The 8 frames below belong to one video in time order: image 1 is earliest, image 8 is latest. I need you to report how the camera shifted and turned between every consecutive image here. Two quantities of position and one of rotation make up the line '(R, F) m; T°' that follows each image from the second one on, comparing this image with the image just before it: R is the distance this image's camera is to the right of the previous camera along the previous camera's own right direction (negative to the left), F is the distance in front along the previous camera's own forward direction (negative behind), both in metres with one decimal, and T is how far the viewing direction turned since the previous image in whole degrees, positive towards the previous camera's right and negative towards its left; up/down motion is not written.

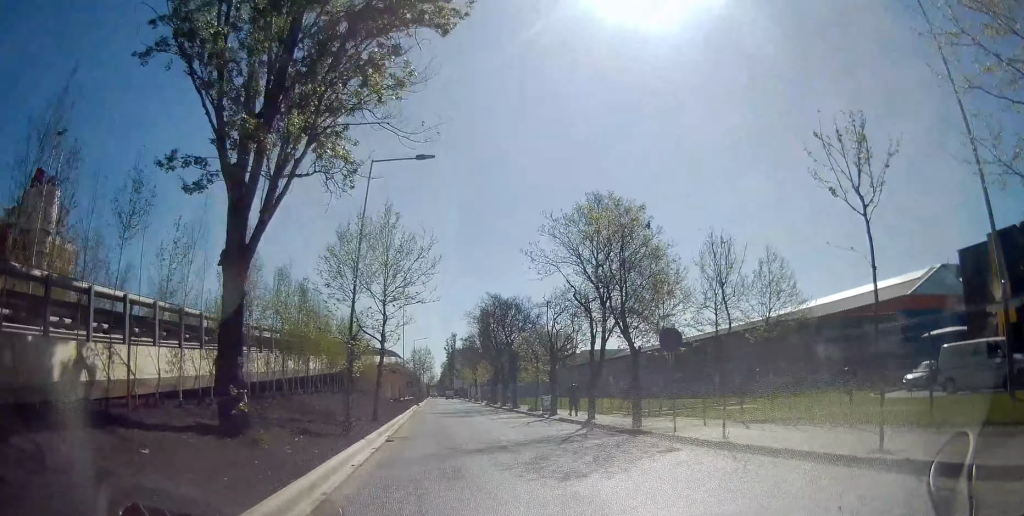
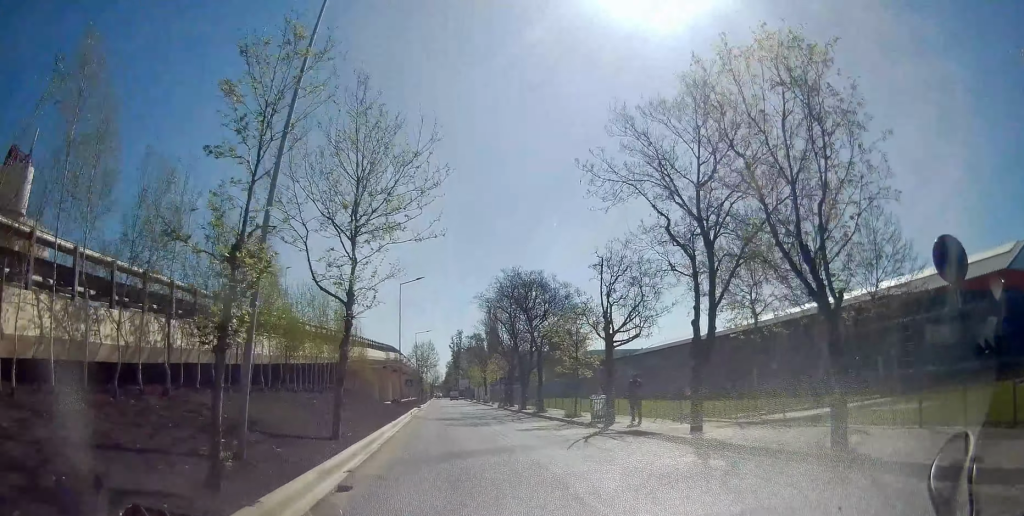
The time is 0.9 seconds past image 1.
(-0.2, +9.4) m; -2°
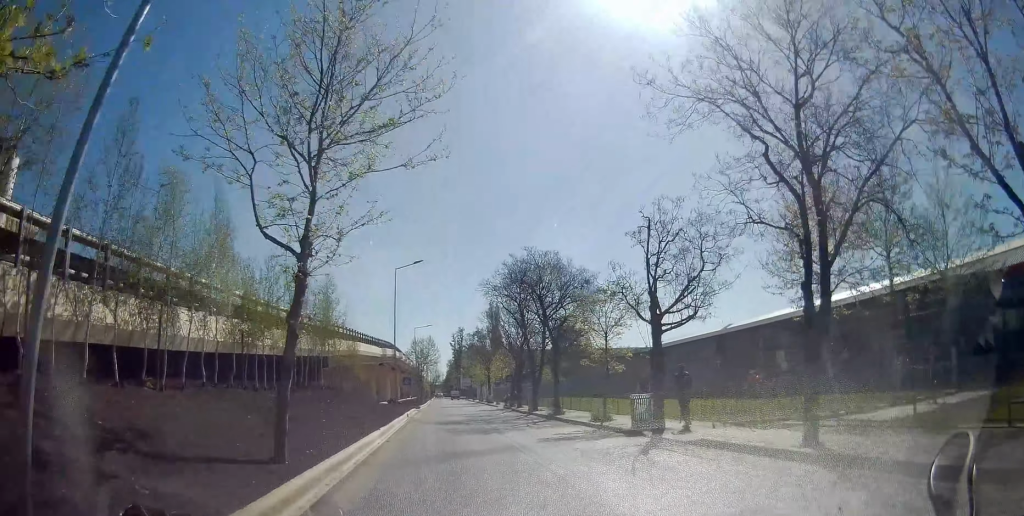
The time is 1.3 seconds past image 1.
(0.0, +4.8) m; -1°
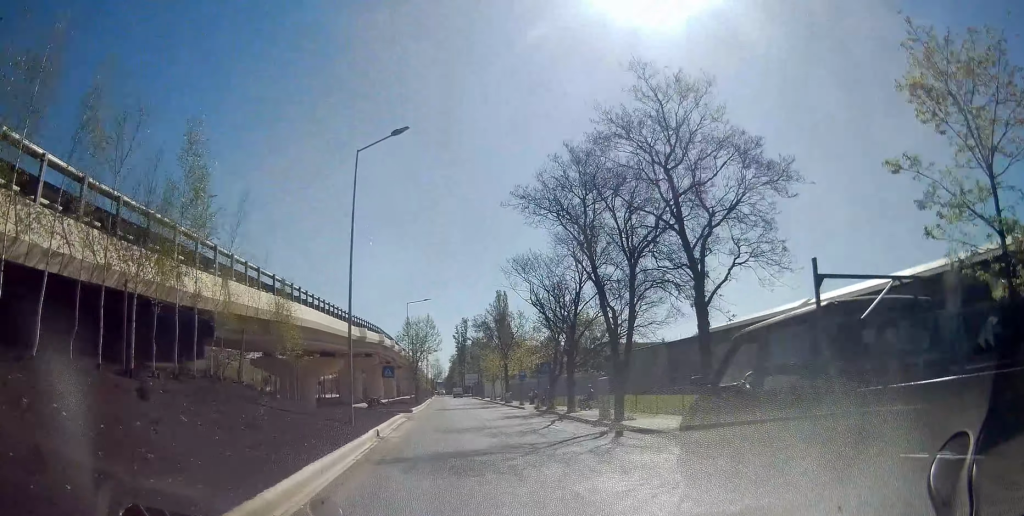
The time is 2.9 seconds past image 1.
(-0.4, +17.3) m; 0°
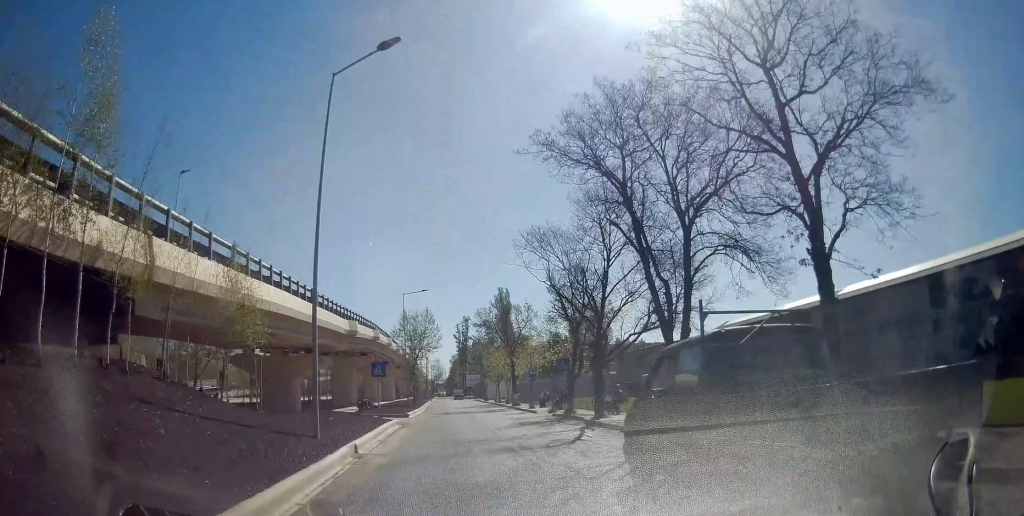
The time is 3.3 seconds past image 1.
(+0.1, +4.8) m; +1°
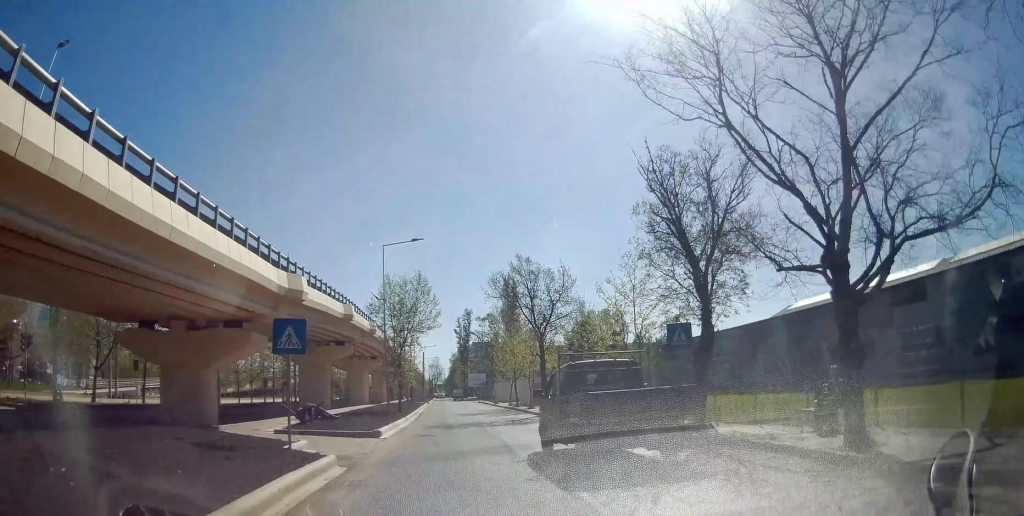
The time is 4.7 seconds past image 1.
(0.0, +15.1) m; -1°
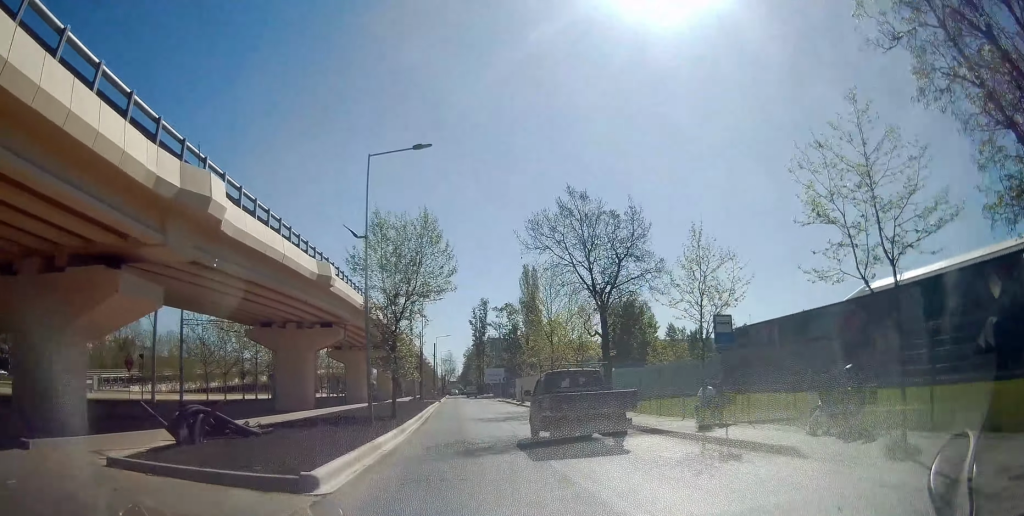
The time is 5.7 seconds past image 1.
(-0.2, +11.2) m; 0°
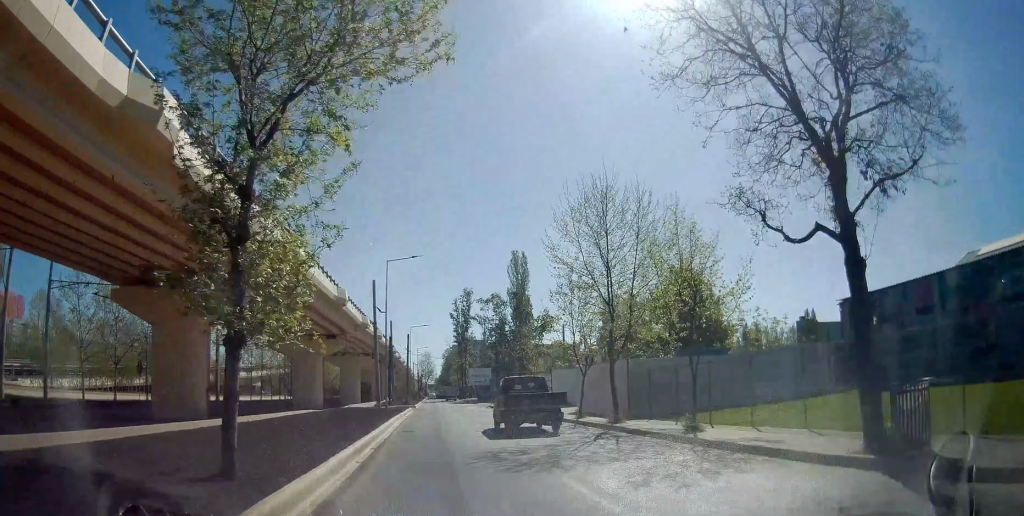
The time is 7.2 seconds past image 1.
(0.0, +16.4) m; 0°
